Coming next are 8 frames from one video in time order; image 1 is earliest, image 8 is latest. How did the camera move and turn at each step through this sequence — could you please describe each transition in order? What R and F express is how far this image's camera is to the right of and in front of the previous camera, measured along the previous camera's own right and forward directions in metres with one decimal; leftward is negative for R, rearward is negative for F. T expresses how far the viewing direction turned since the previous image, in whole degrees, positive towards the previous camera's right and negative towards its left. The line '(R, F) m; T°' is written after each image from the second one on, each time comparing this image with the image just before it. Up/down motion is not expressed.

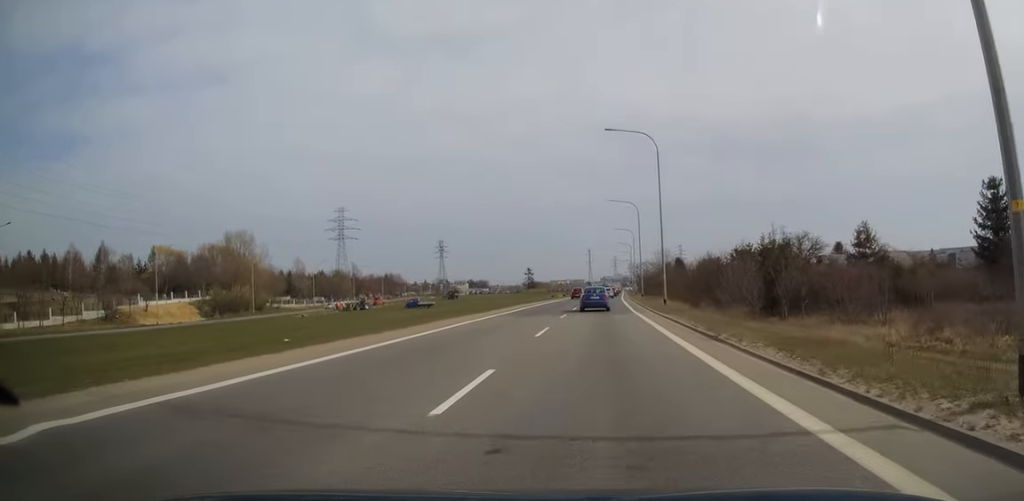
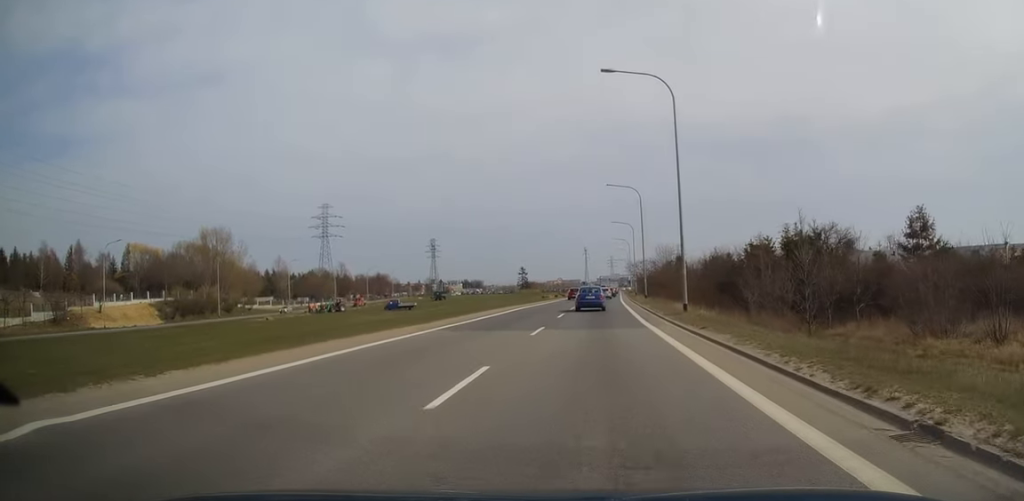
(+0.1, +11.3) m; +1°
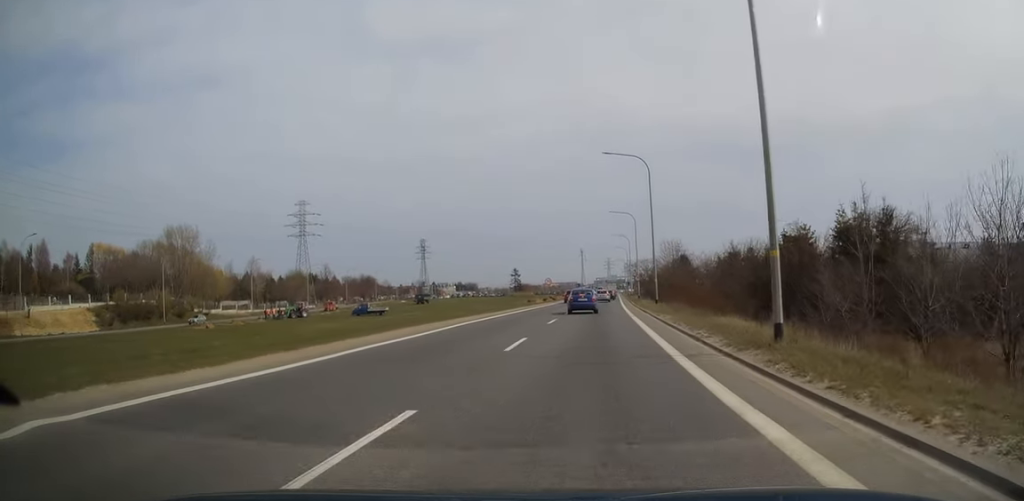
(+0.3, +15.3) m; -1°
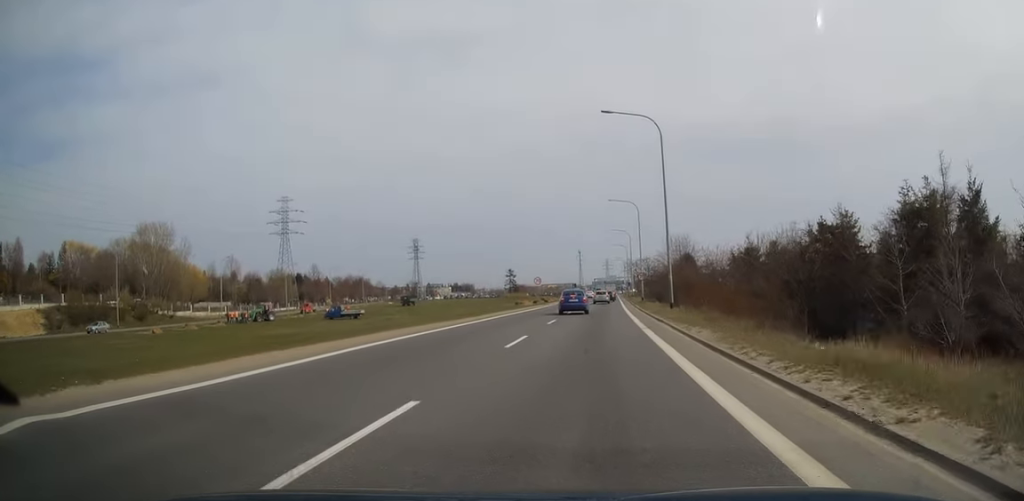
(-0.3, +10.8) m; -1°
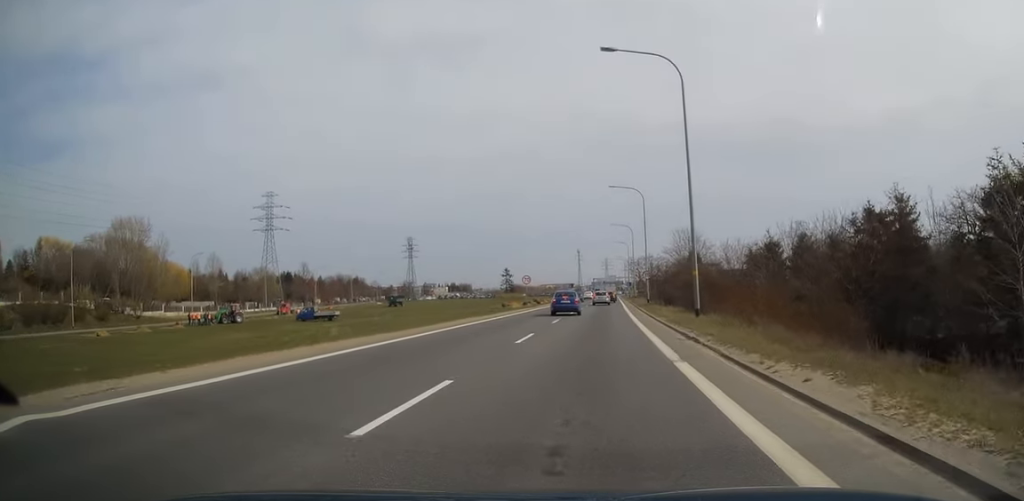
(-0.1, +9.5) m; 0°
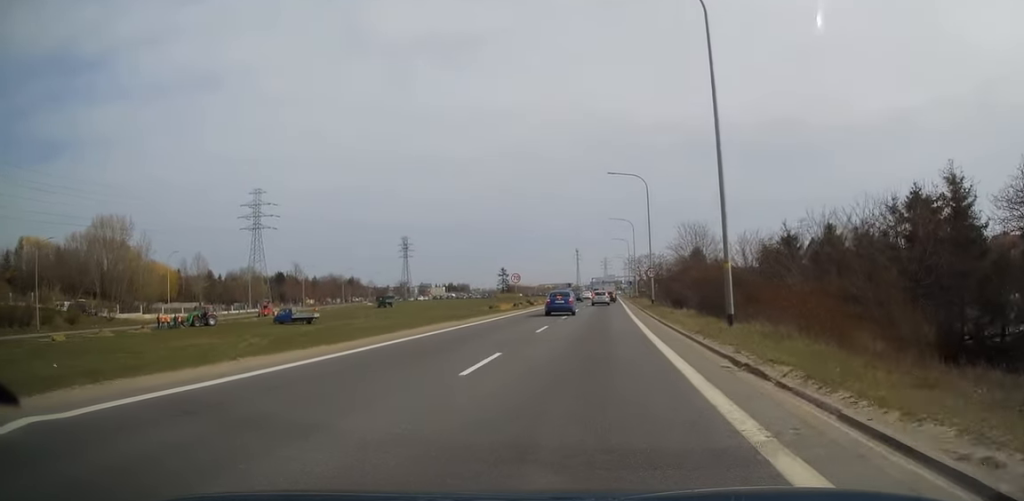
(+0.1, +6.6) m; 0°
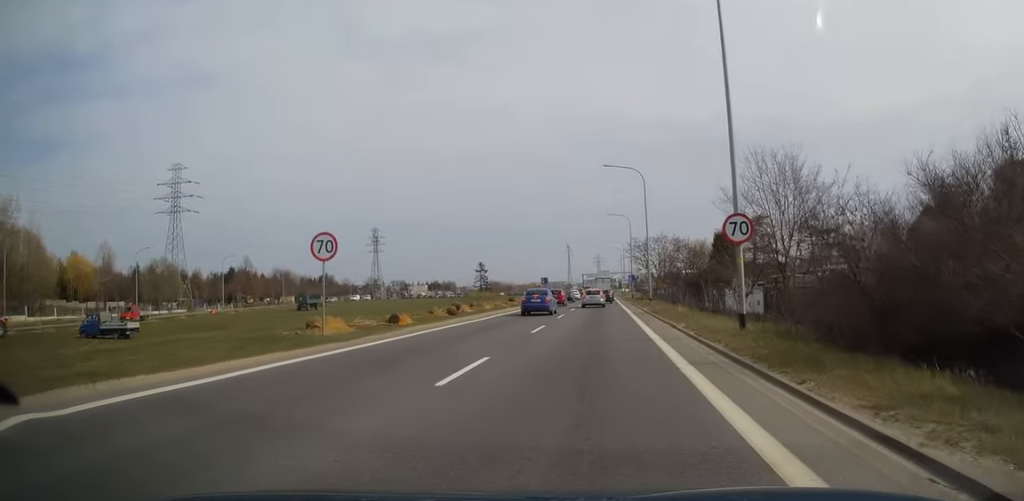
(+0.8, +36.0) m; +2°
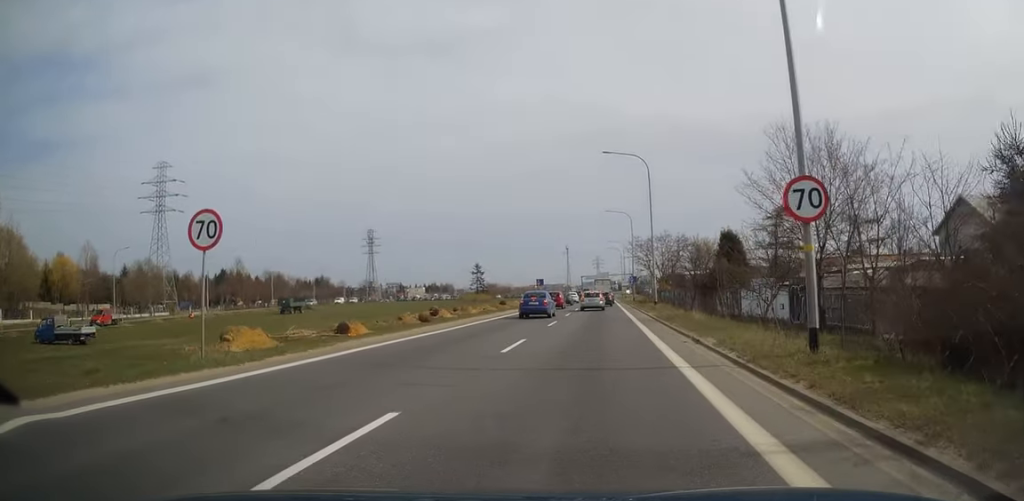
(0.0, +5.9) m; -1°
